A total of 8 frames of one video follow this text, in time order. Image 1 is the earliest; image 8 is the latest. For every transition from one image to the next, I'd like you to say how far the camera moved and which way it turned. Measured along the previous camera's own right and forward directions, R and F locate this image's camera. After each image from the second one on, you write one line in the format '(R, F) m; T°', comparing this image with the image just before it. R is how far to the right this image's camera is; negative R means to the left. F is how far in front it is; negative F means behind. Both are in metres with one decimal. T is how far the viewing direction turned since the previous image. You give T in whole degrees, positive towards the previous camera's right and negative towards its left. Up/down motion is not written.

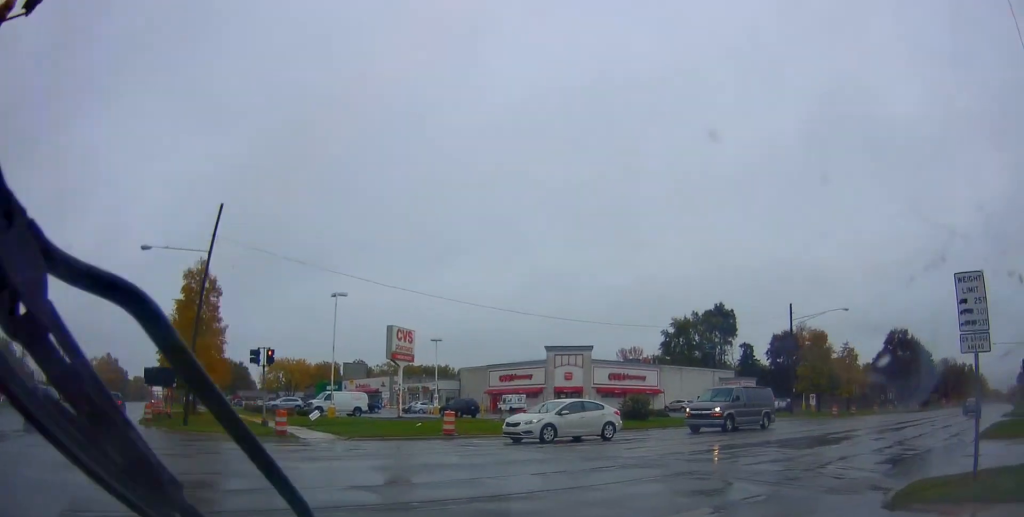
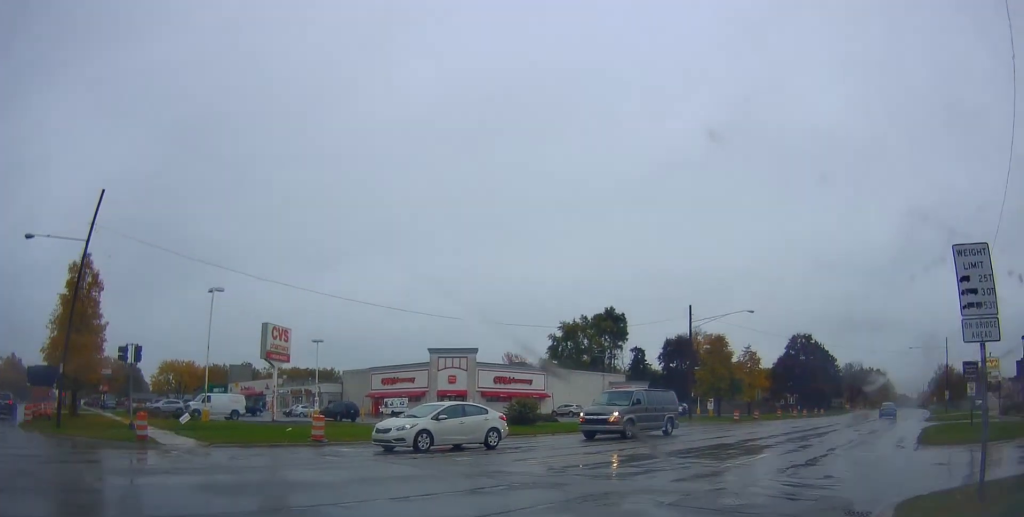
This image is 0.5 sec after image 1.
(+0.2, +1.8) m; +16°
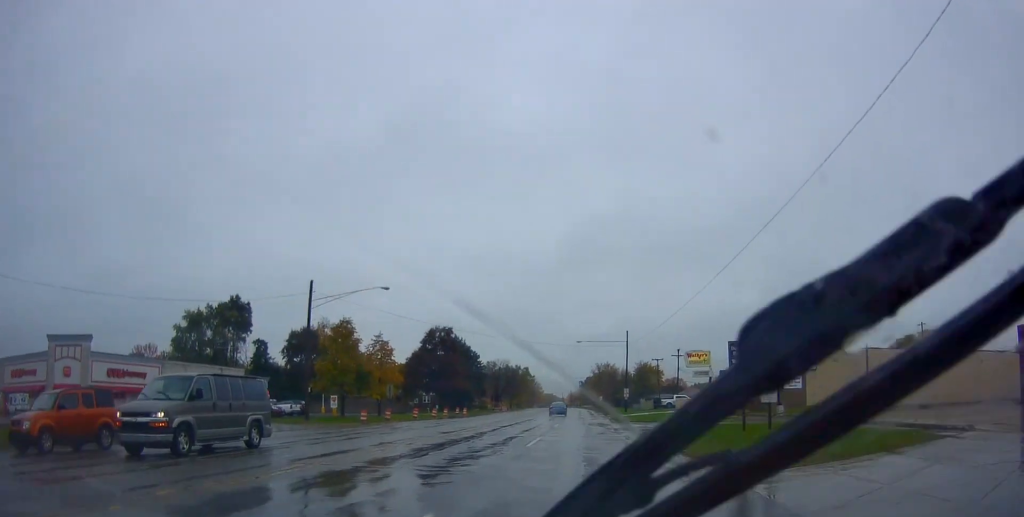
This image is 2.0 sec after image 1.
(+2.9, +6.8) m; +40°
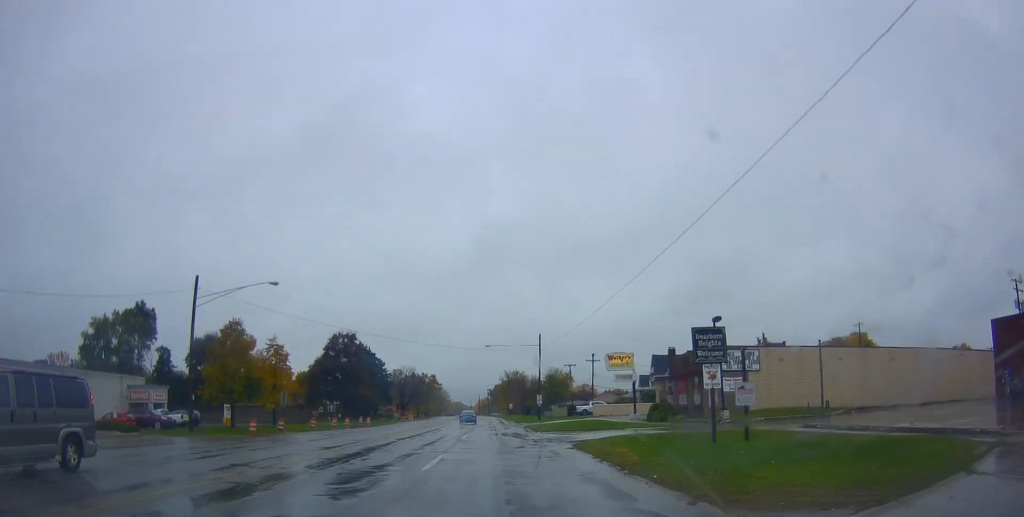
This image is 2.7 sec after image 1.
(+0.6, +4.0) m; +10°
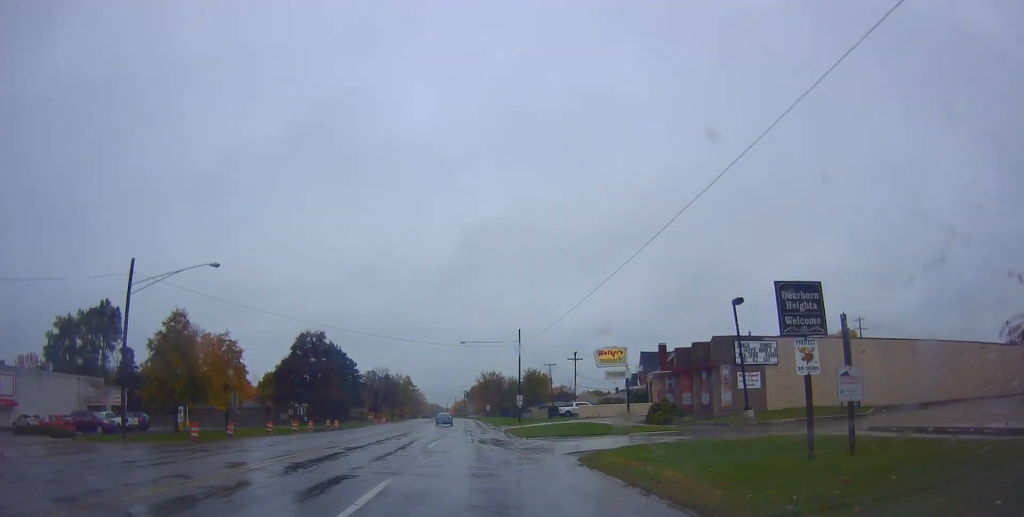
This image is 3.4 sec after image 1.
(+0.6, +4.9) m; +6°
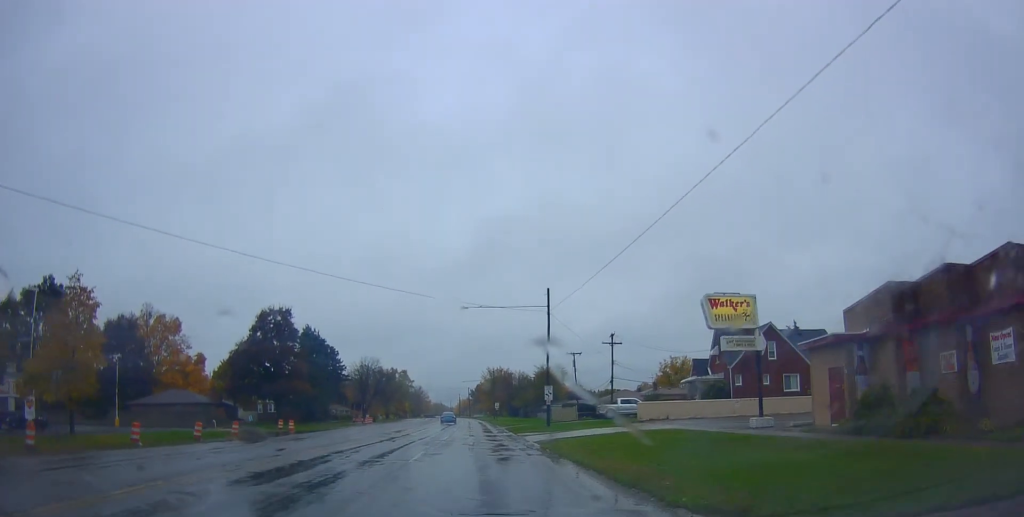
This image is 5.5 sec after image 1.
(+1.7, +20.6) m; +8°
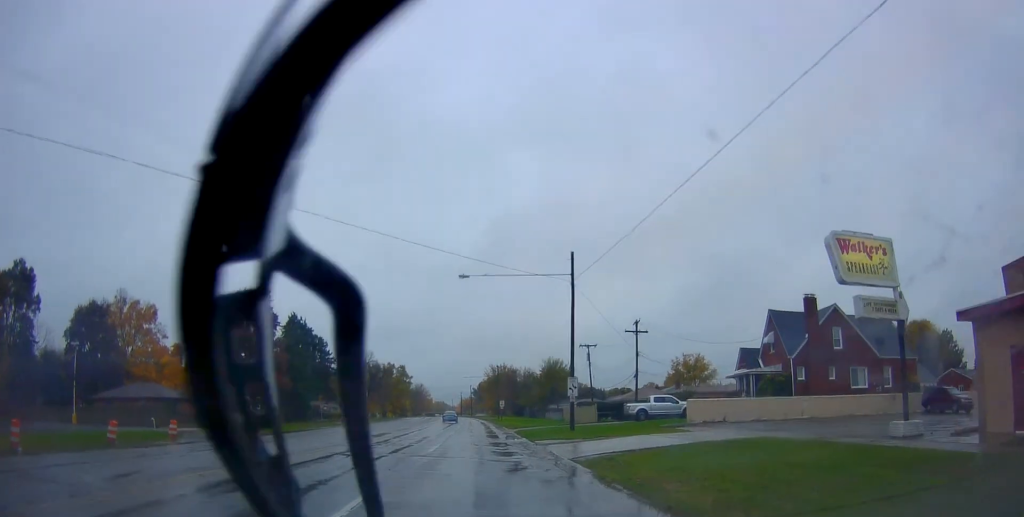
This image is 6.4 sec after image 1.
(0.0, +9.6) m; -3°
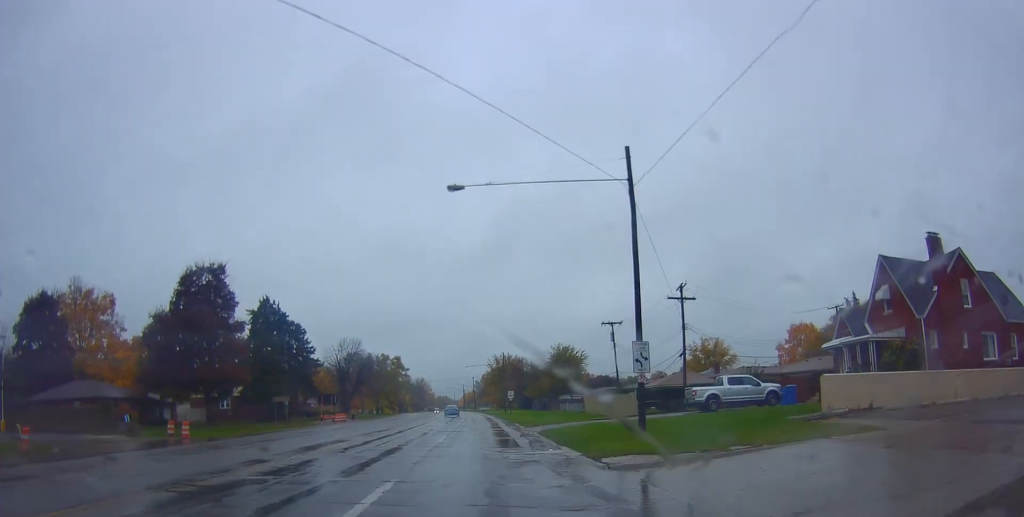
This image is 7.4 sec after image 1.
(-0.7, +13.5) m; -1°
